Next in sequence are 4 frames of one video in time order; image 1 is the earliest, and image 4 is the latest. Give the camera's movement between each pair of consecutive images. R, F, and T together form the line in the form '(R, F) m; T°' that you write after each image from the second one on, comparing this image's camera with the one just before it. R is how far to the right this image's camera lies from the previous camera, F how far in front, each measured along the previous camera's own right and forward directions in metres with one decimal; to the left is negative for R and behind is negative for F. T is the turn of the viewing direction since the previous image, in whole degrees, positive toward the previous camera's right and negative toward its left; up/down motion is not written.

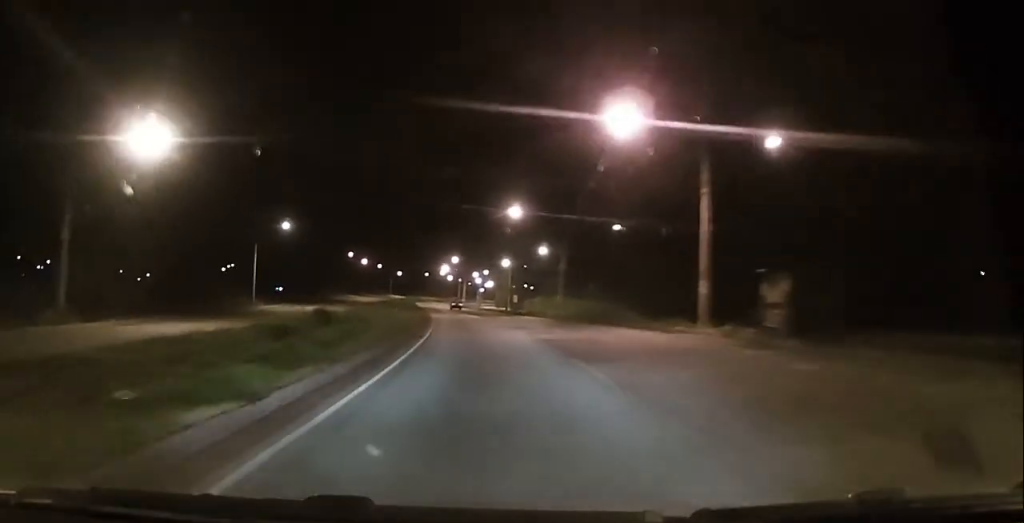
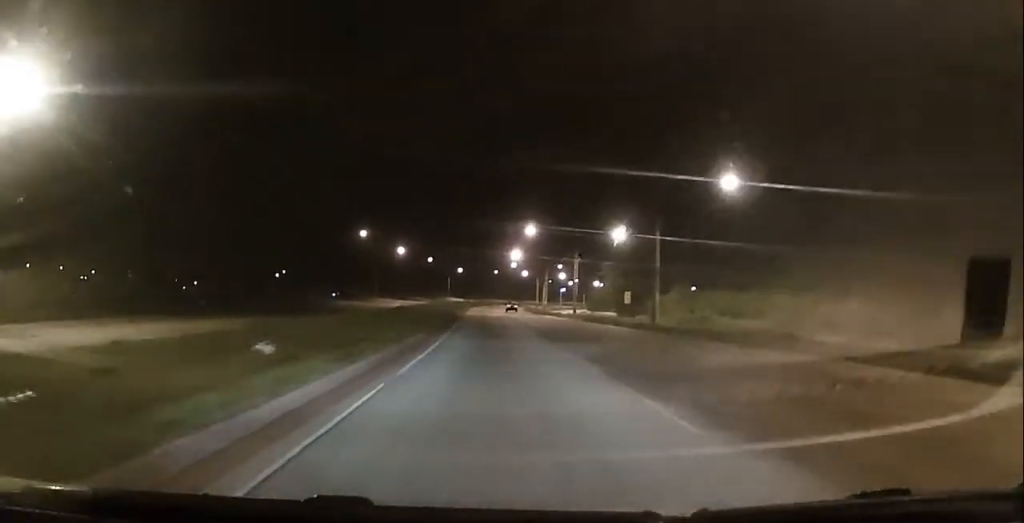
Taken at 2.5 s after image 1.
(-3.0, +50.7) m; -9°
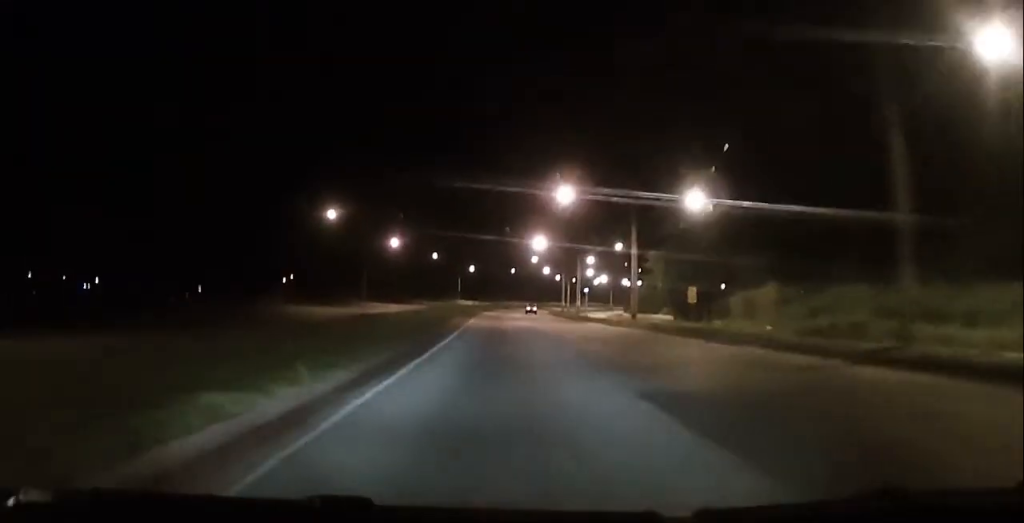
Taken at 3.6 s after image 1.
(-0.6, +22.9) m; -1°
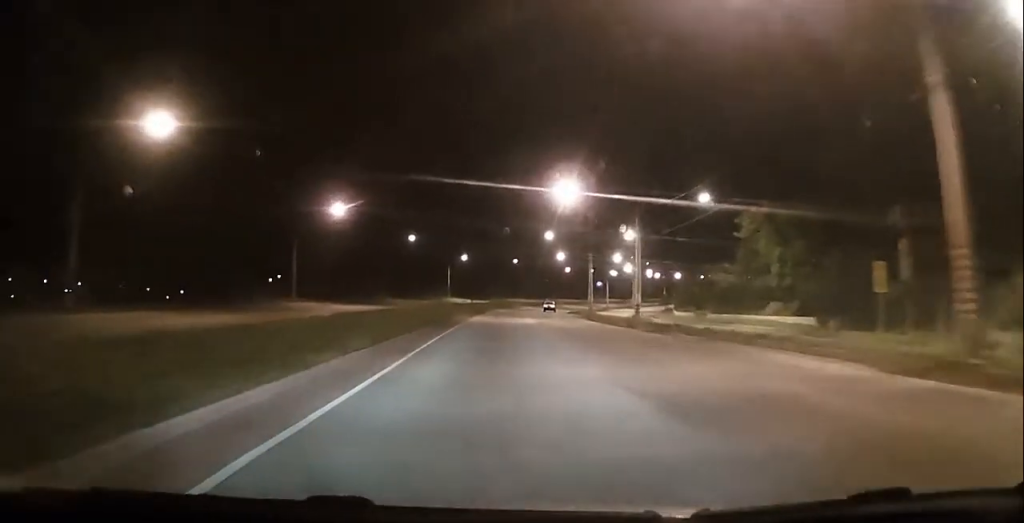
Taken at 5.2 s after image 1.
(+0.6, +33.2) m; 0°
